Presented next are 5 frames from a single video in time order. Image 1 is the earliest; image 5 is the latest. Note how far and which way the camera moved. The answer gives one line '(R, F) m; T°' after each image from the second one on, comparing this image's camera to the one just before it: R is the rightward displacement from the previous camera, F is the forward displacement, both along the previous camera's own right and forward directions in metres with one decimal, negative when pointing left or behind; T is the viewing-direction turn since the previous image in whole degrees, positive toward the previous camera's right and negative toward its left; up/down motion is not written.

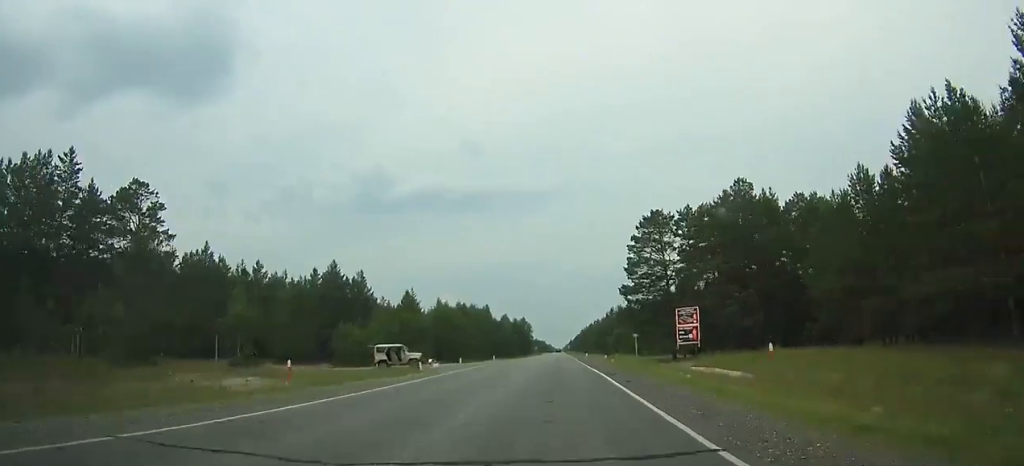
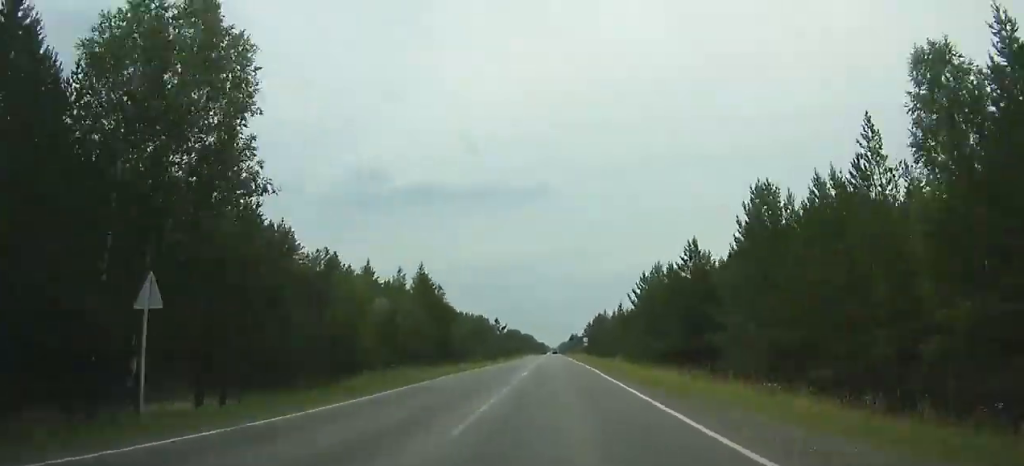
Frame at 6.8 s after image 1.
(-0.6, +193.0) m; 0°
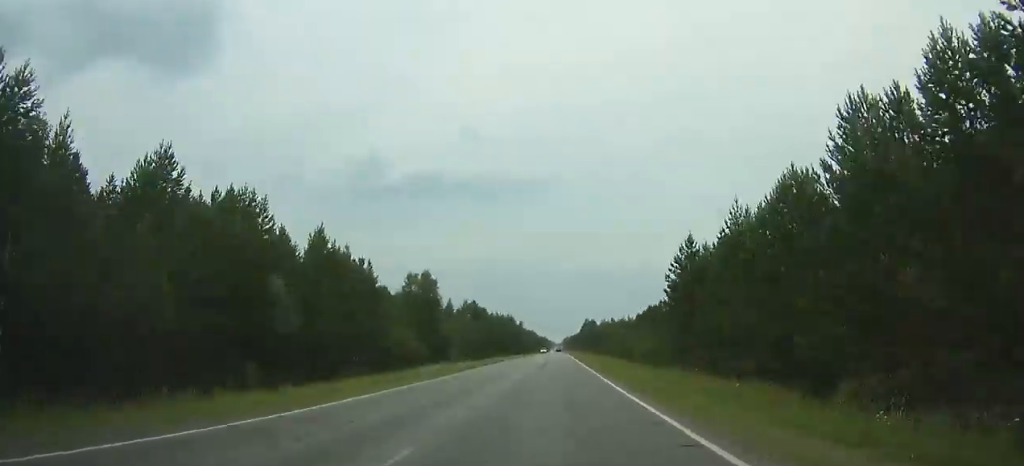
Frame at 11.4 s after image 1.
(-3.2, +127.9) m; -5°
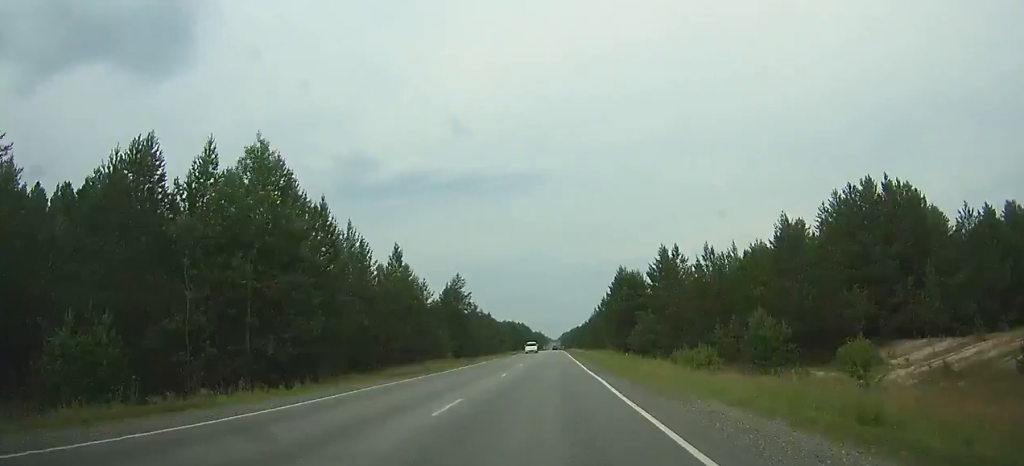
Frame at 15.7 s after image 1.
(-0.7, +119.8) m; +6°
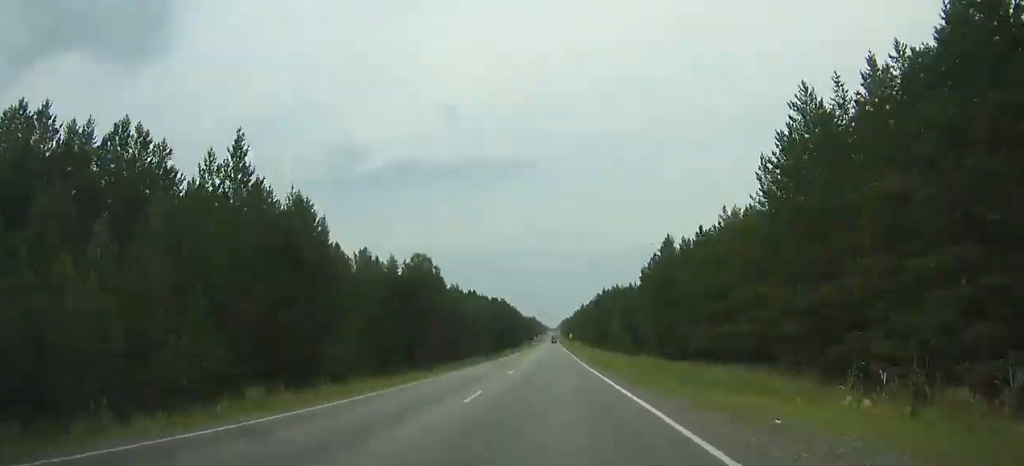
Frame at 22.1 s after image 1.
(+10.6, +232.3) m; 0°
